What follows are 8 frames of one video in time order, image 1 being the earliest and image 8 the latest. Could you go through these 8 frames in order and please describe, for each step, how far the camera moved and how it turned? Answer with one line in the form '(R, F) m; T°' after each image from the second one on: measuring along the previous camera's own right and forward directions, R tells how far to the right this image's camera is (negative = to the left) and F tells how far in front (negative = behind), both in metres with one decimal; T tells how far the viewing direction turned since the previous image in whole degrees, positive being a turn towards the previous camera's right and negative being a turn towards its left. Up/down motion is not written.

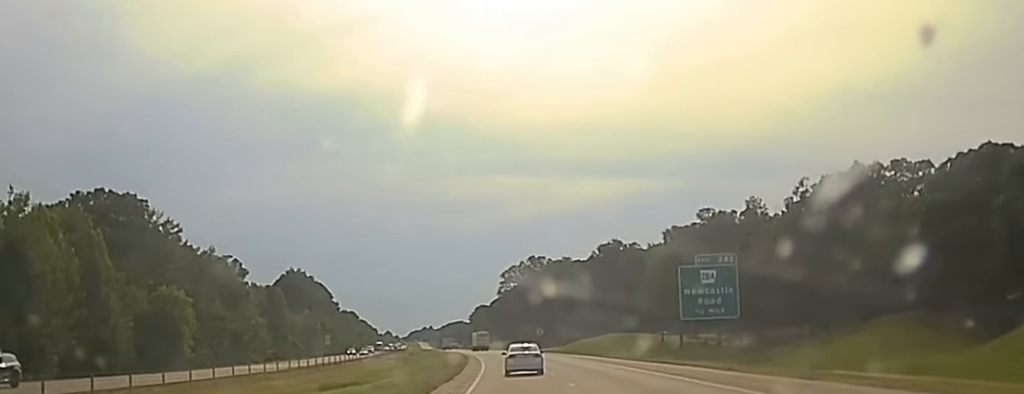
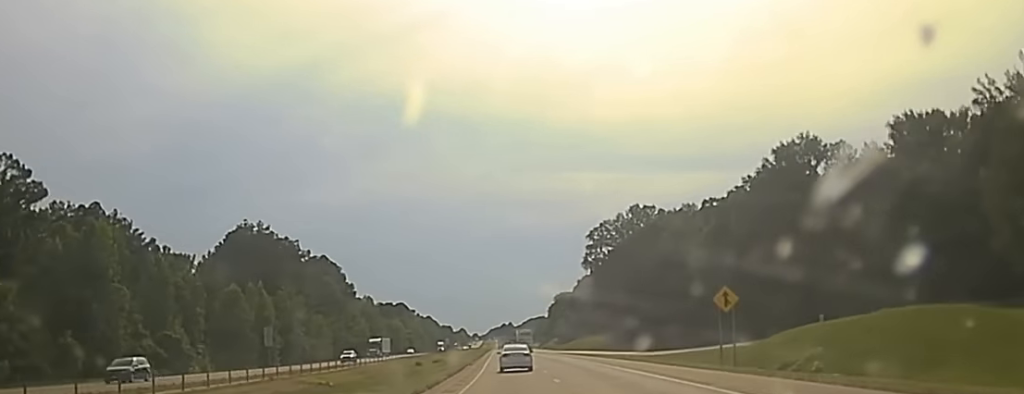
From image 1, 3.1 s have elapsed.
(-0.6, +130.6) m; -4°
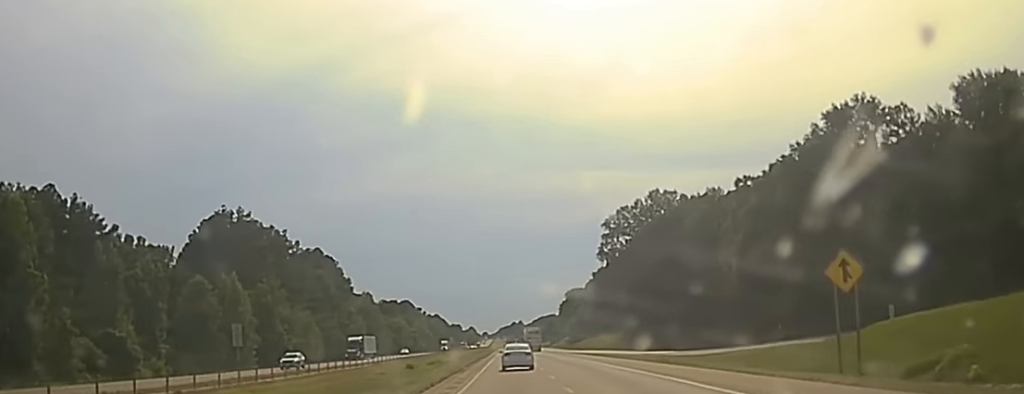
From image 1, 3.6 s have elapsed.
(-0.4, +23.2) m; -1°
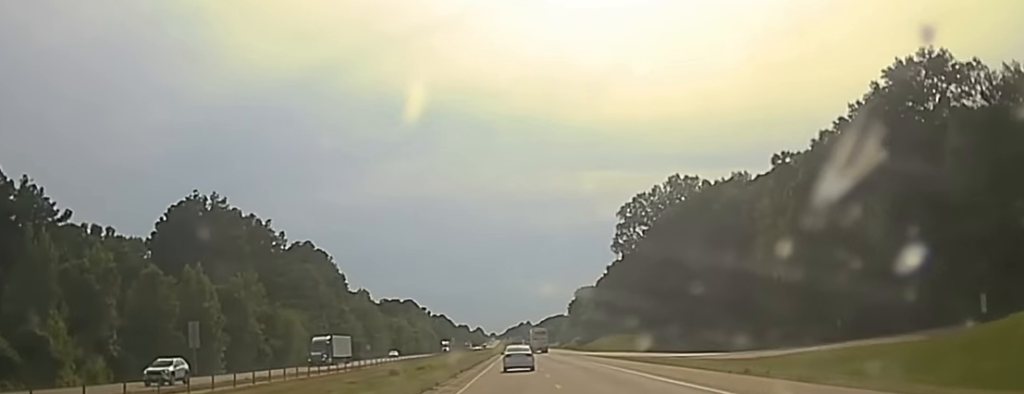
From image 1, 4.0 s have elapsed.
(-0.1, +17.7) m; -1°
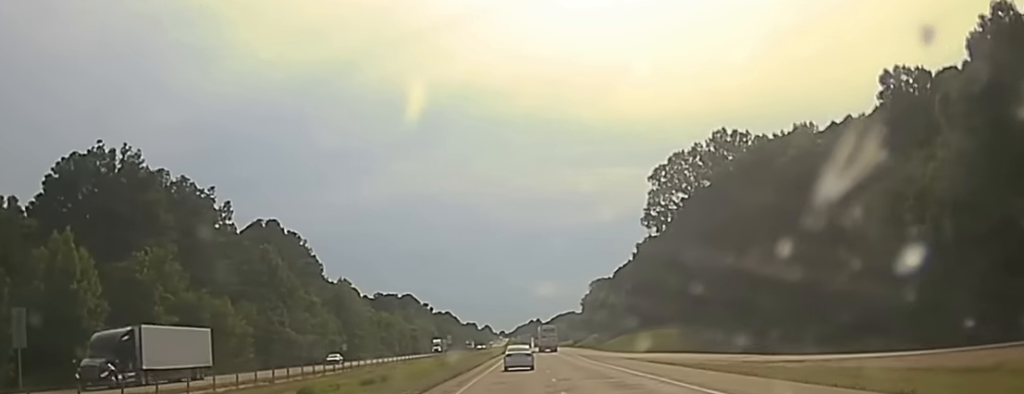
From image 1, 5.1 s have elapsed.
(-0.1, +43.6) m; -1°
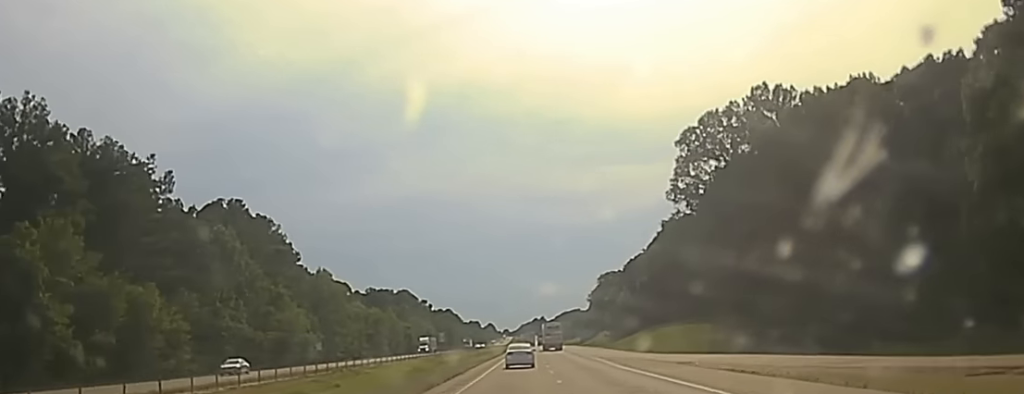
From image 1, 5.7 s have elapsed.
(-0.1, +26.8) m; -1°
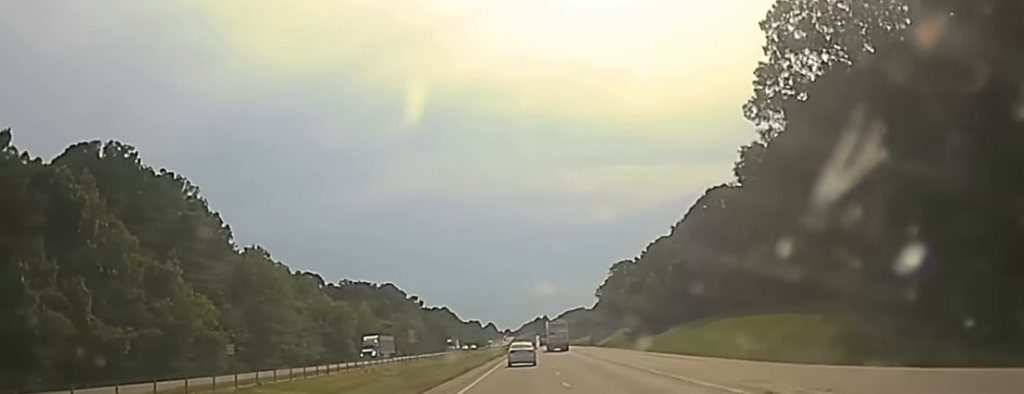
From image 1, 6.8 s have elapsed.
(-1.2, +51.3) m; 0°
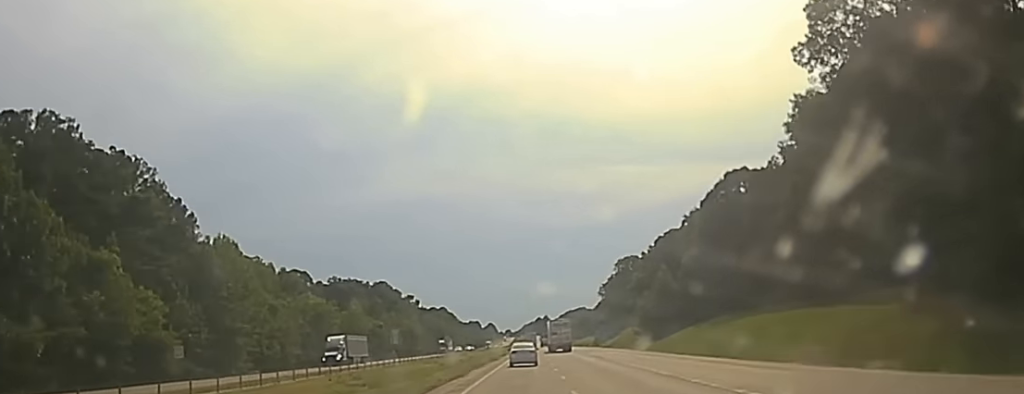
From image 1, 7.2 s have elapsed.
(+0.4, +17.9) m; 0°
